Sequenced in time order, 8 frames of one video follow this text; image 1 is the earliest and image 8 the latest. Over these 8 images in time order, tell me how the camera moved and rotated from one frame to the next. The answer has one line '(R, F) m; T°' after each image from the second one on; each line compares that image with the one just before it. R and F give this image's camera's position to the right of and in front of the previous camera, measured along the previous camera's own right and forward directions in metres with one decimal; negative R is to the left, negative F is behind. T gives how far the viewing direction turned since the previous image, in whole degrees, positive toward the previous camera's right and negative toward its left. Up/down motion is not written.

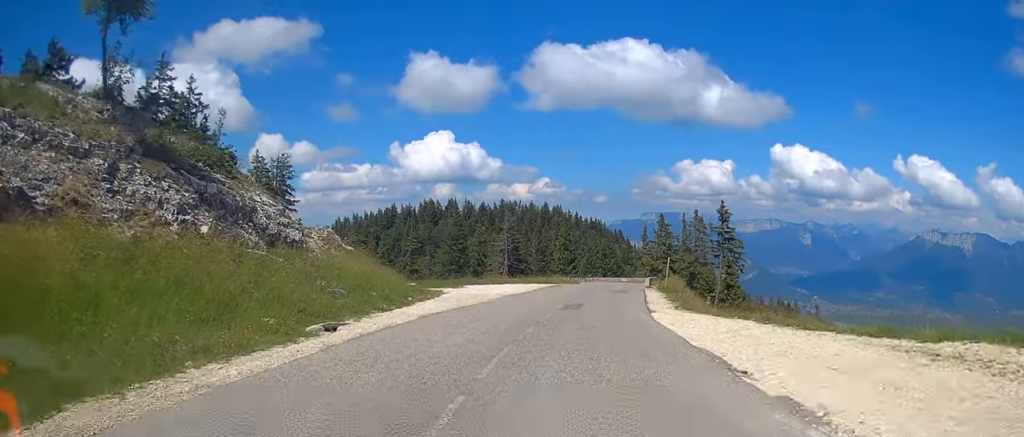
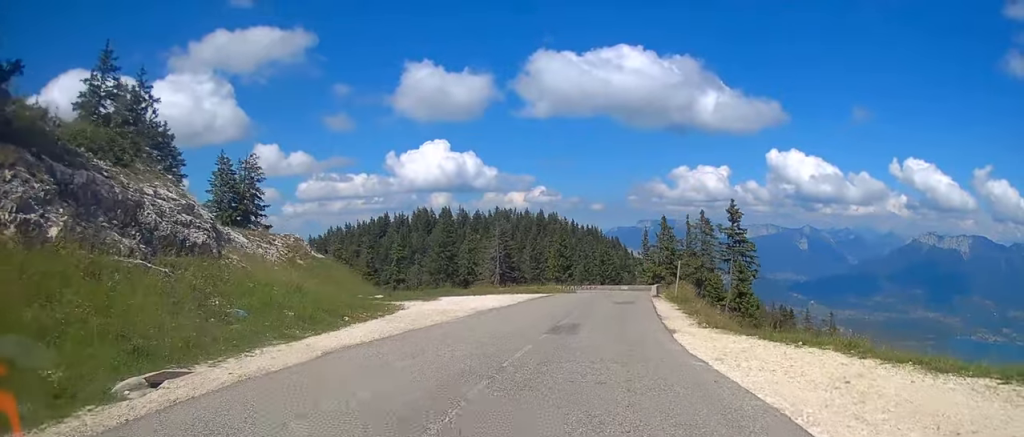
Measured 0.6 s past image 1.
(+0.1, +6.8) m; +1°
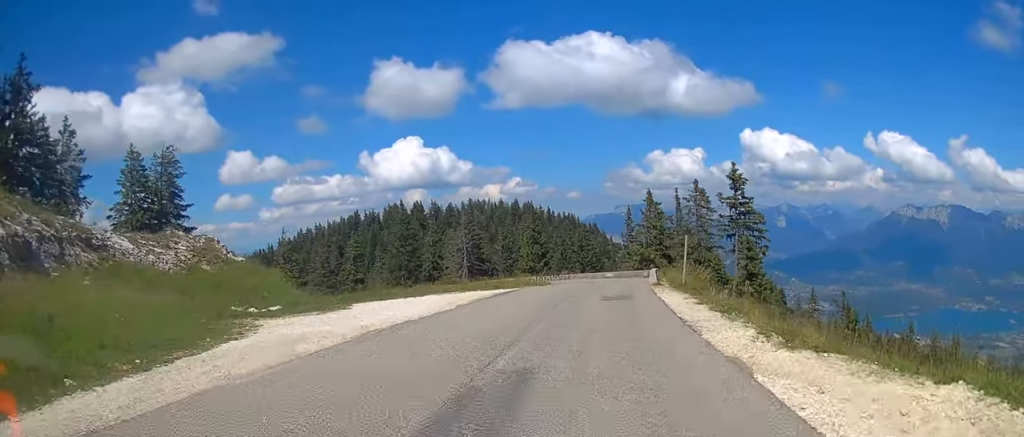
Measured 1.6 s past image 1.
(+0.2, +10.9) m; +1°
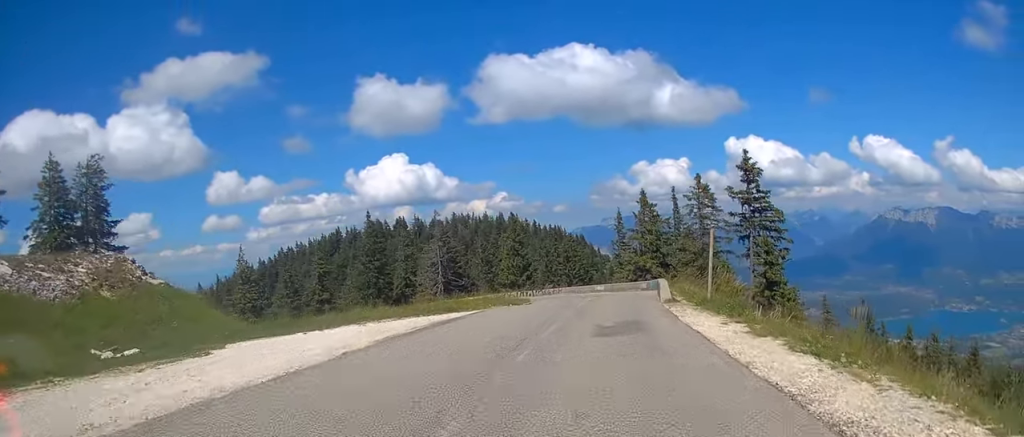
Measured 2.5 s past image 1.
(0.0, +9.1) m; 0°
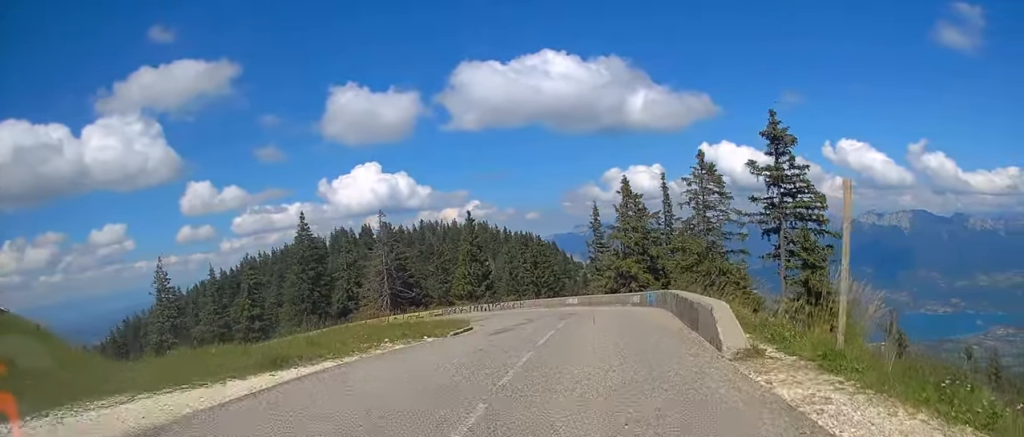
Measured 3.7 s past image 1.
(0.0, +12.9) m; +1°
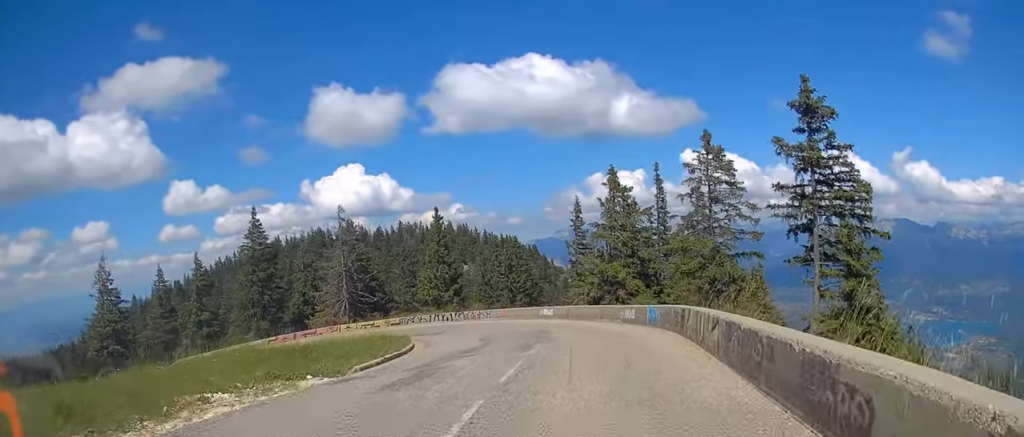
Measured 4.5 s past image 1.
(0.0, +7.5) m; 0°
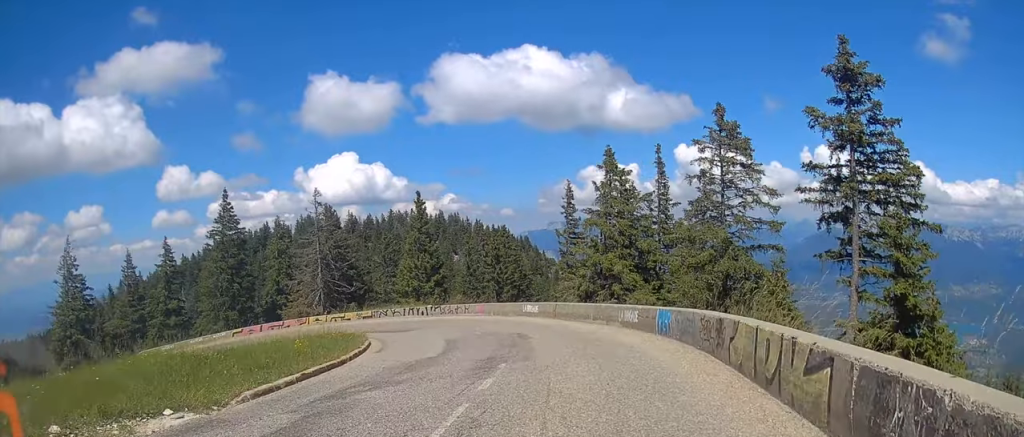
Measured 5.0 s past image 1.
(+0.1, +4.6) m; -1°
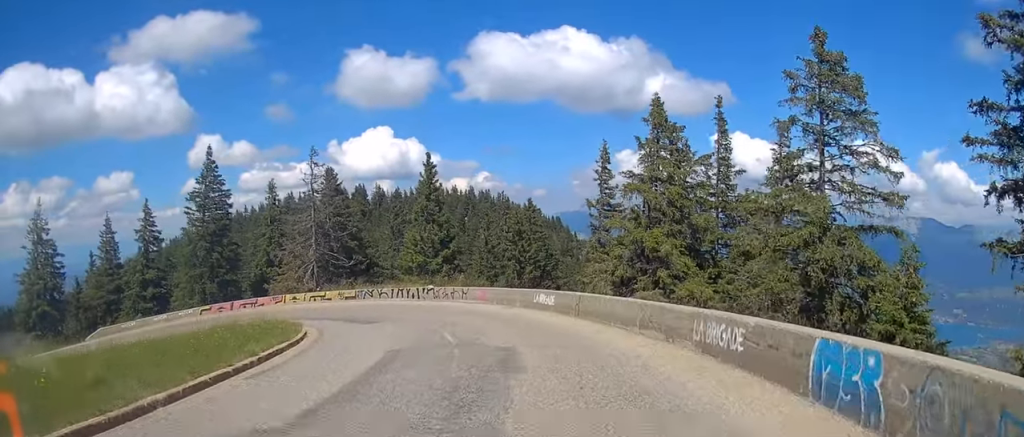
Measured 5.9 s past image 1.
(-0.3, +8.7) m; -4°
